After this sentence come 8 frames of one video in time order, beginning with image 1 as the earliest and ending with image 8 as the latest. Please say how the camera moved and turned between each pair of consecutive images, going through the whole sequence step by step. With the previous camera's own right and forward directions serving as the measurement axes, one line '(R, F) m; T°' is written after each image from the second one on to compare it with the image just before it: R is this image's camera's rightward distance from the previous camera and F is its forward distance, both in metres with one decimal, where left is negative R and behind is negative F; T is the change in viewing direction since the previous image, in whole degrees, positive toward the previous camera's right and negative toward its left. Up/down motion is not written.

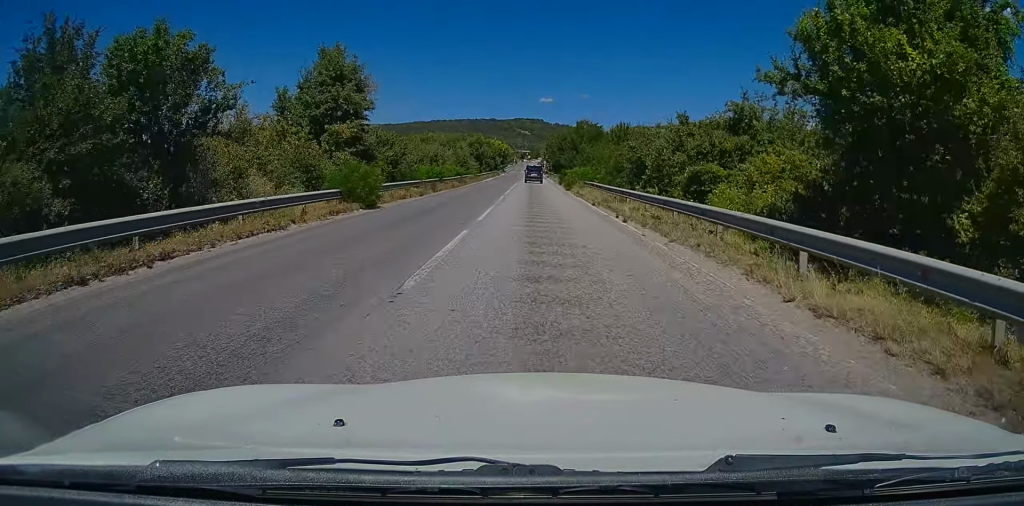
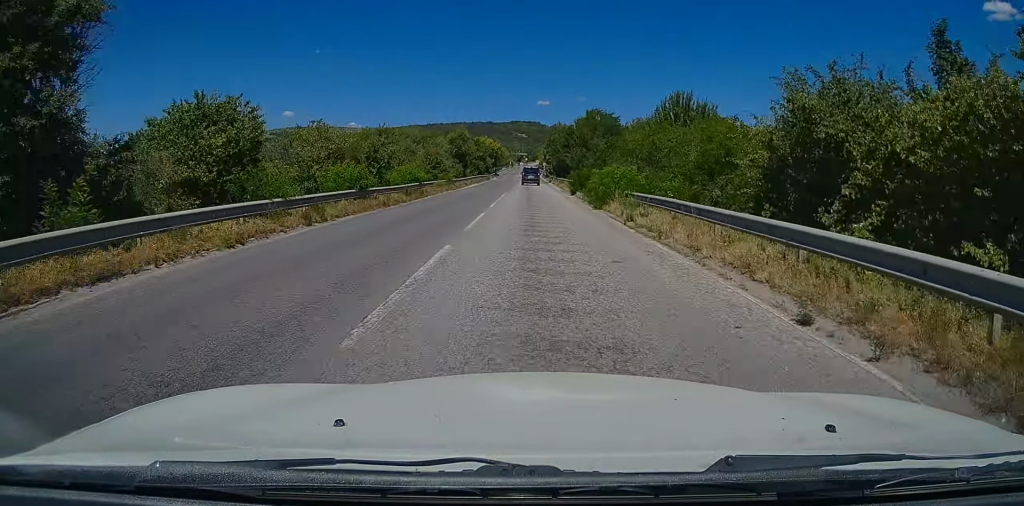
(0.0, +19.6) m; 0°
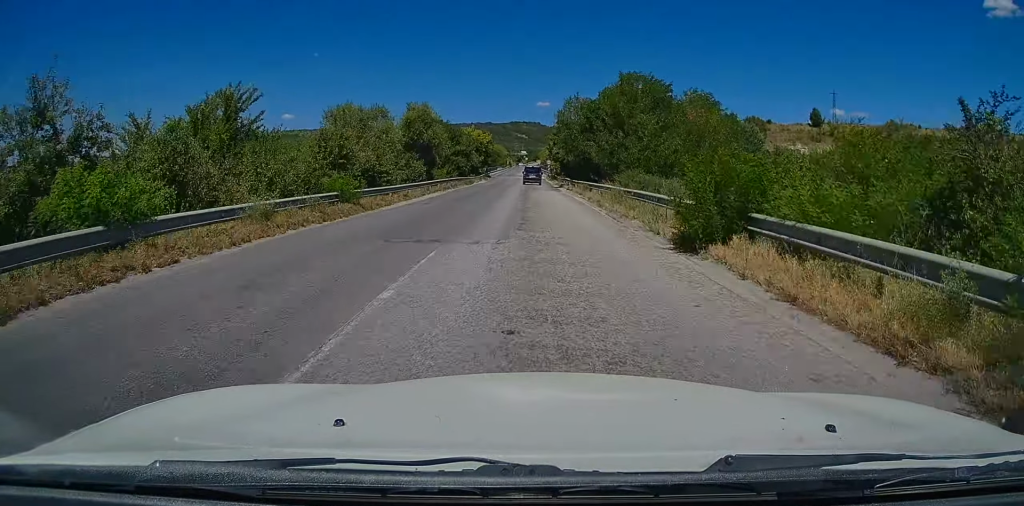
(0.0, +28.7) m; 0°
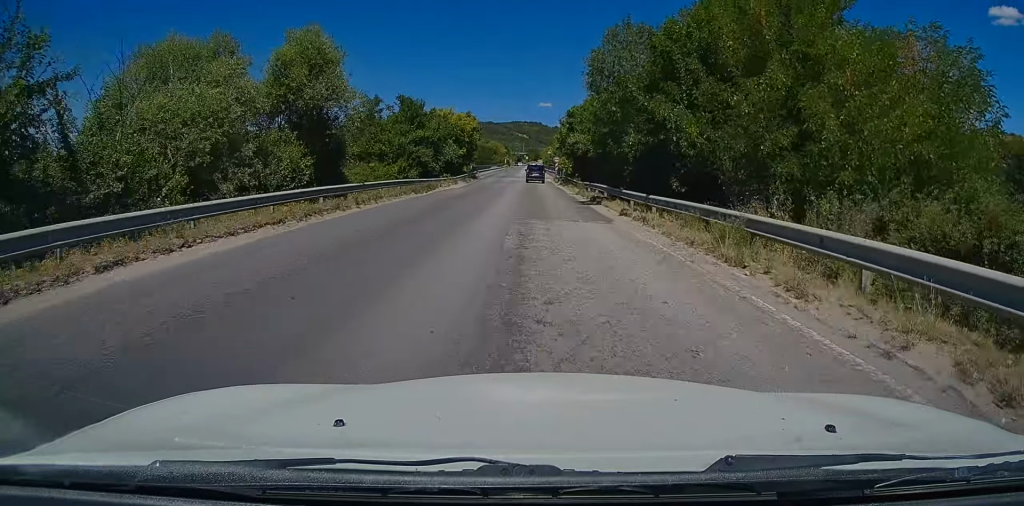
(0.0, +28.9) m; 0°
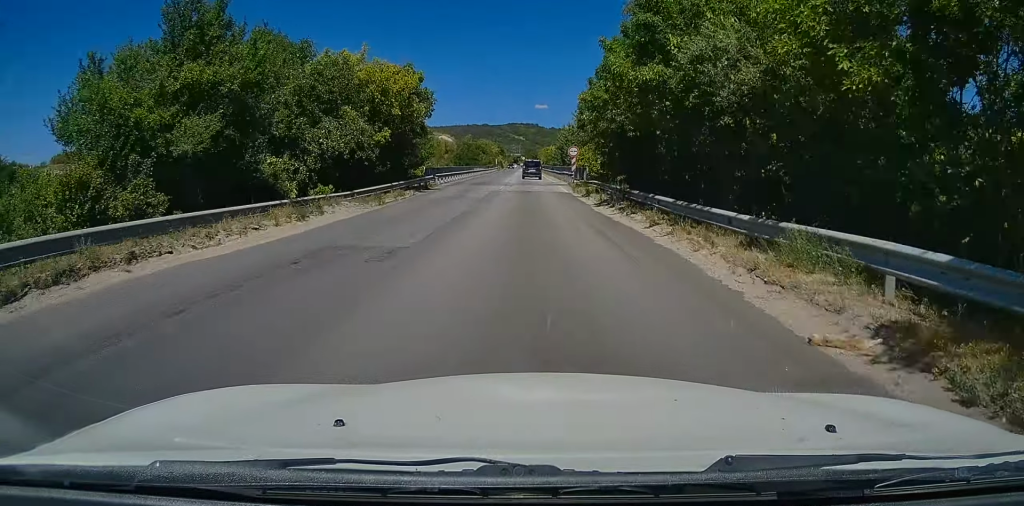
(0.0, +35.2) m; 0°
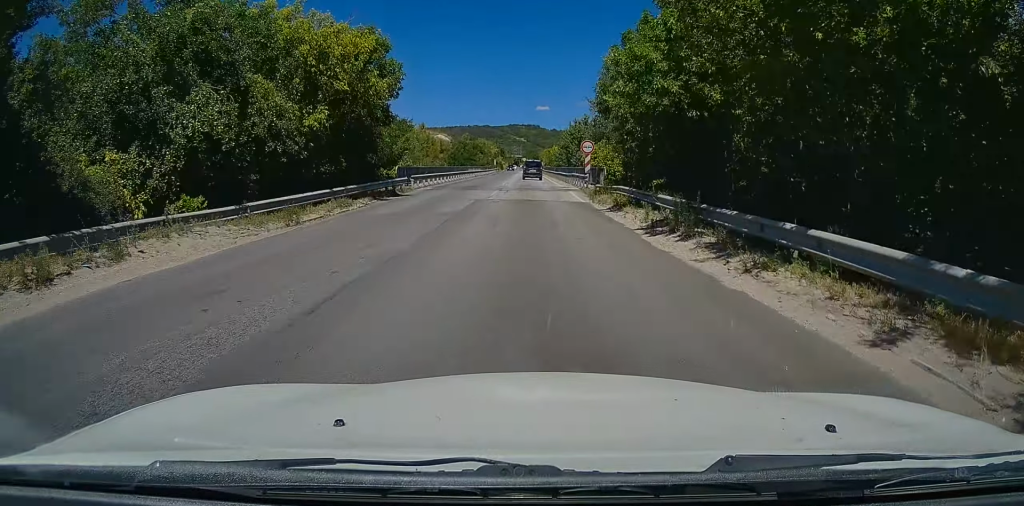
(0.0, +9.8) m; 0°
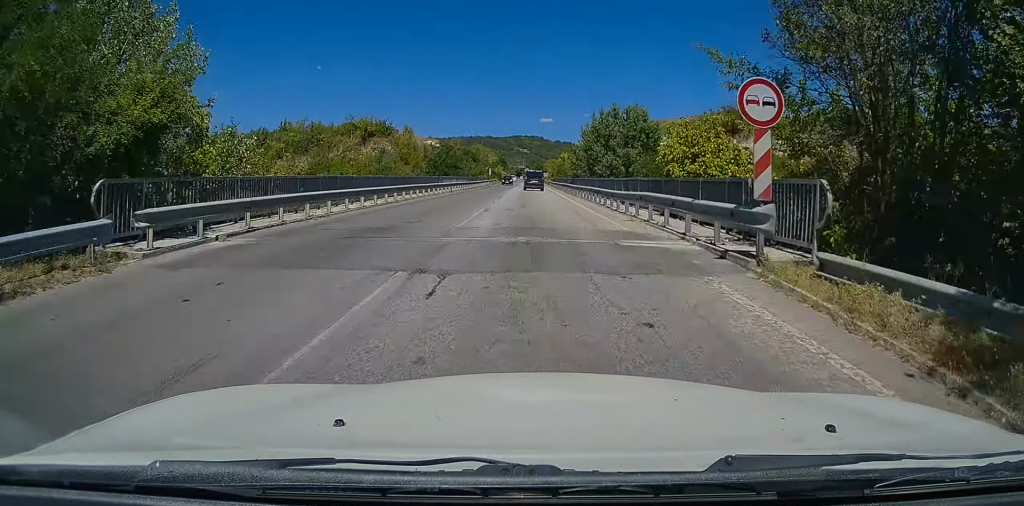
(-0.1, +27.0) m; 0°
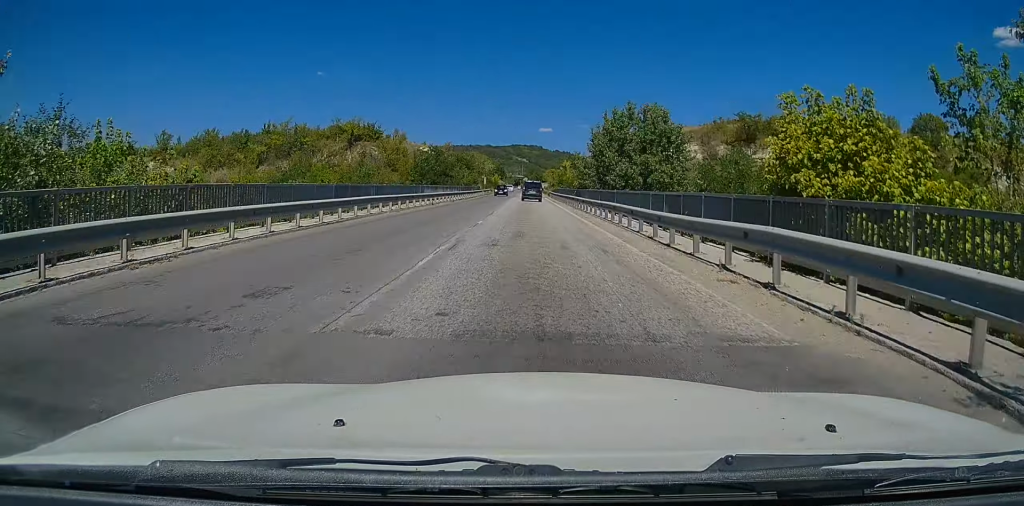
(0.0, +9.5) m; 0°
